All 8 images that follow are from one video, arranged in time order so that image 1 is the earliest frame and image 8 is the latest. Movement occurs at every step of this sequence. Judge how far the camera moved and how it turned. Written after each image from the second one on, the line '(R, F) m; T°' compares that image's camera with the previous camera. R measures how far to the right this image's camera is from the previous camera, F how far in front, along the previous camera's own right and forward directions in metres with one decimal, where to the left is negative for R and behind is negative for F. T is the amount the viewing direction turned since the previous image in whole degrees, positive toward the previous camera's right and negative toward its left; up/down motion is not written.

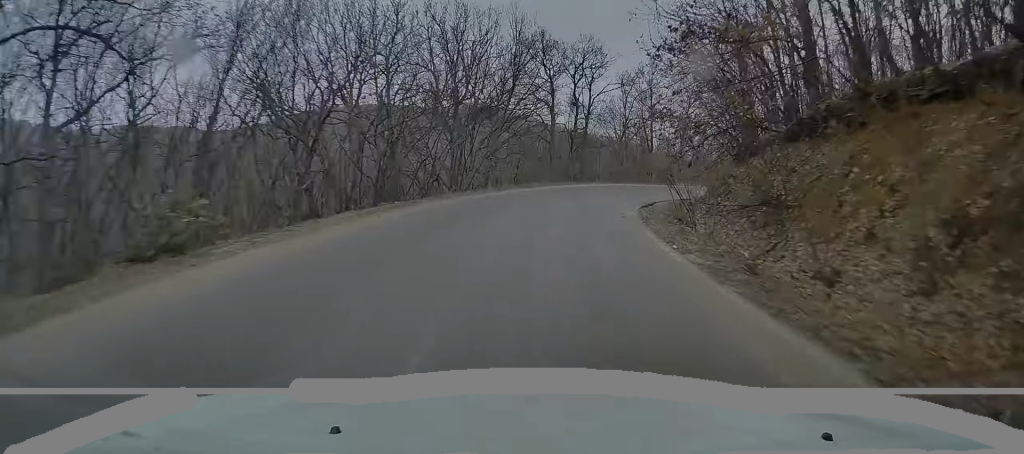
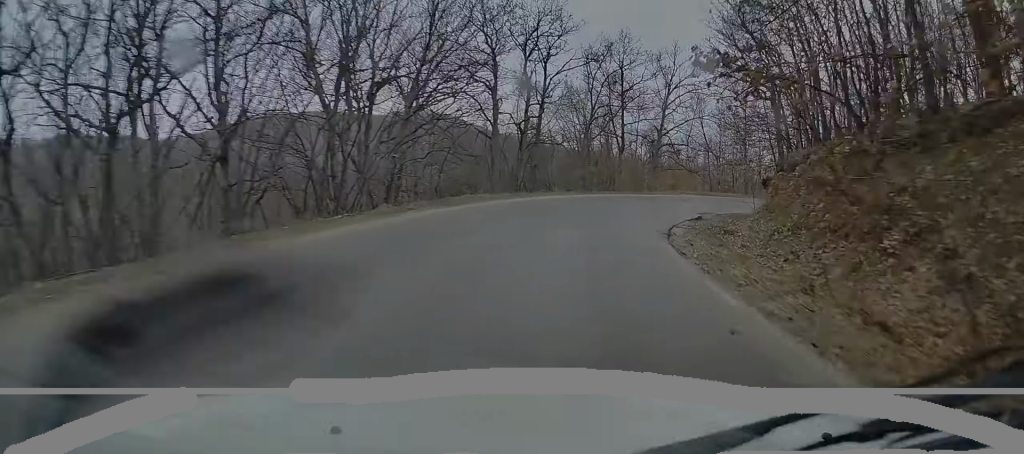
(+0.1, +13.9) m; +3°
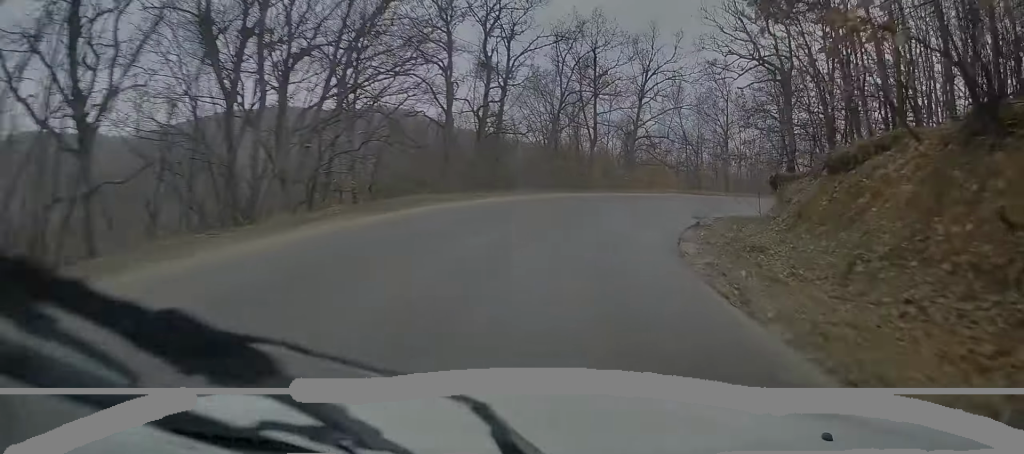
(-0.2, +4.9) m; +2°
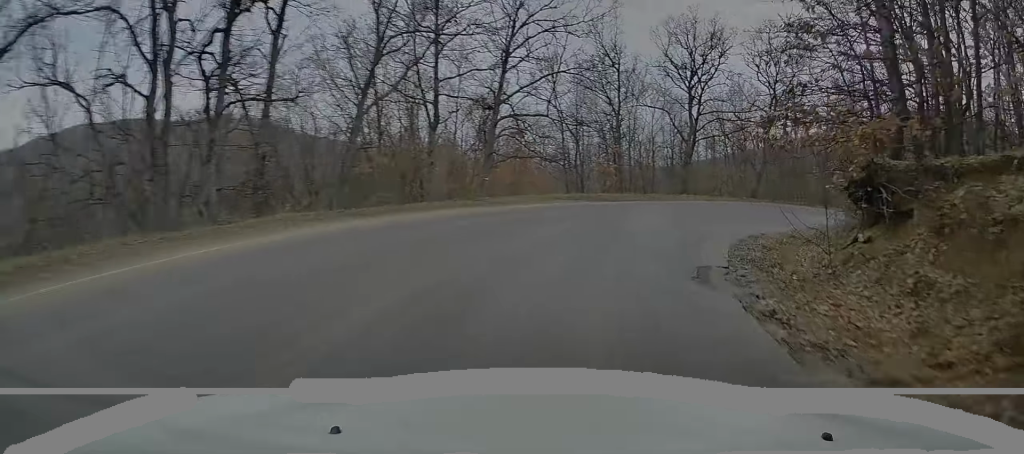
(+2.0, +14.6) m; +15°
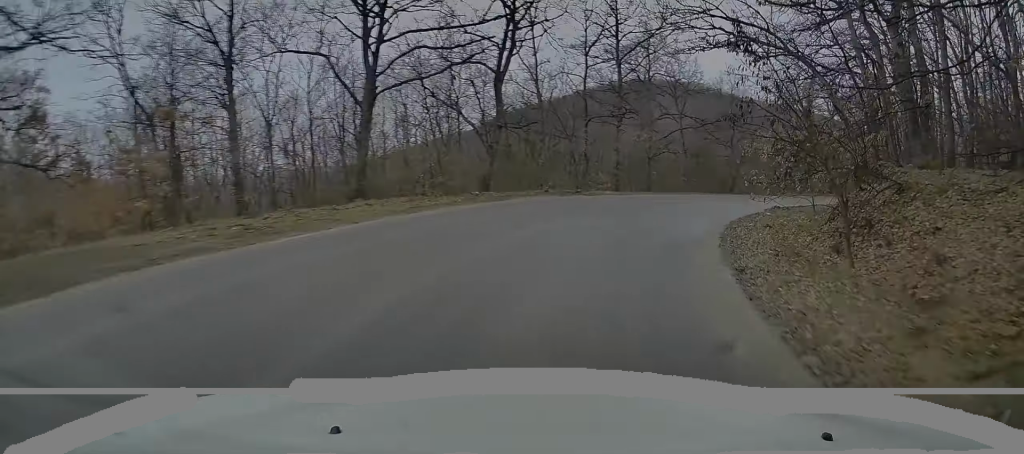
(+4.1, +19.1) m; +27°
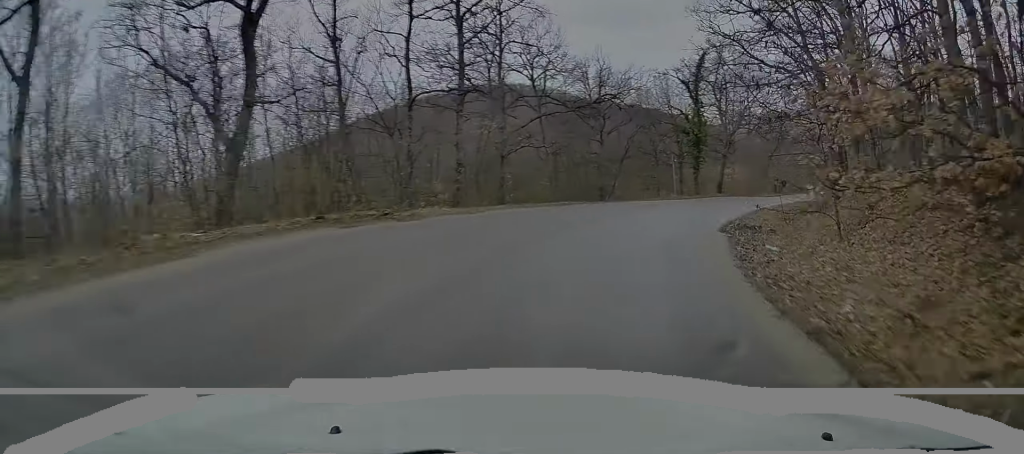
(+1.8, +12.2) m; +12°
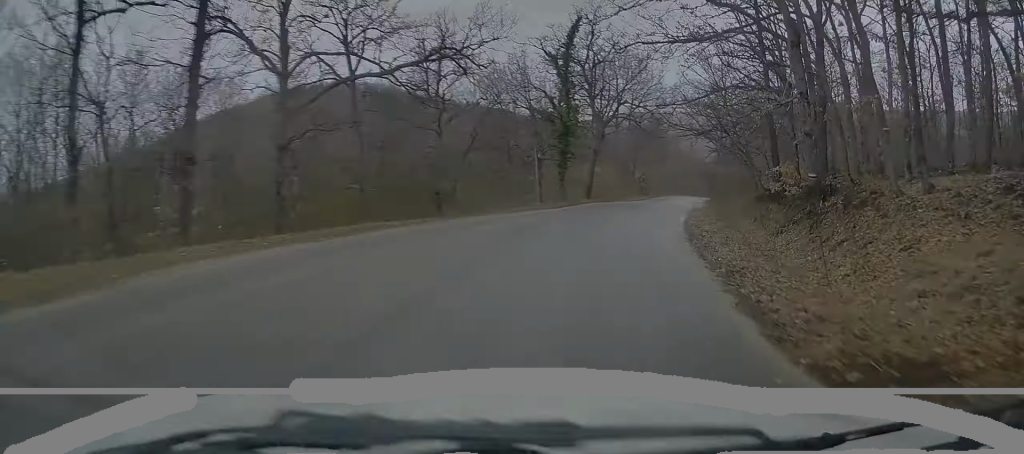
(+0.7, +11.6) m; +9°
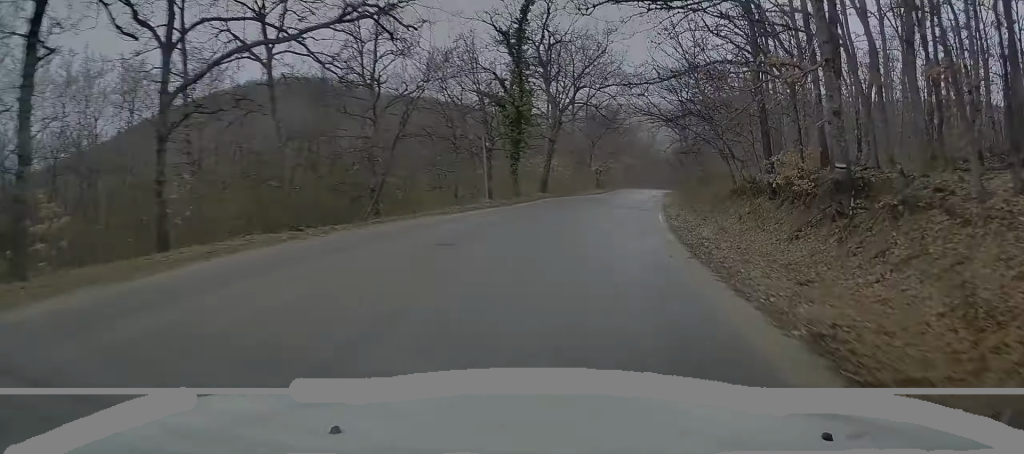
(+0.3, +4.8) m; +4°
